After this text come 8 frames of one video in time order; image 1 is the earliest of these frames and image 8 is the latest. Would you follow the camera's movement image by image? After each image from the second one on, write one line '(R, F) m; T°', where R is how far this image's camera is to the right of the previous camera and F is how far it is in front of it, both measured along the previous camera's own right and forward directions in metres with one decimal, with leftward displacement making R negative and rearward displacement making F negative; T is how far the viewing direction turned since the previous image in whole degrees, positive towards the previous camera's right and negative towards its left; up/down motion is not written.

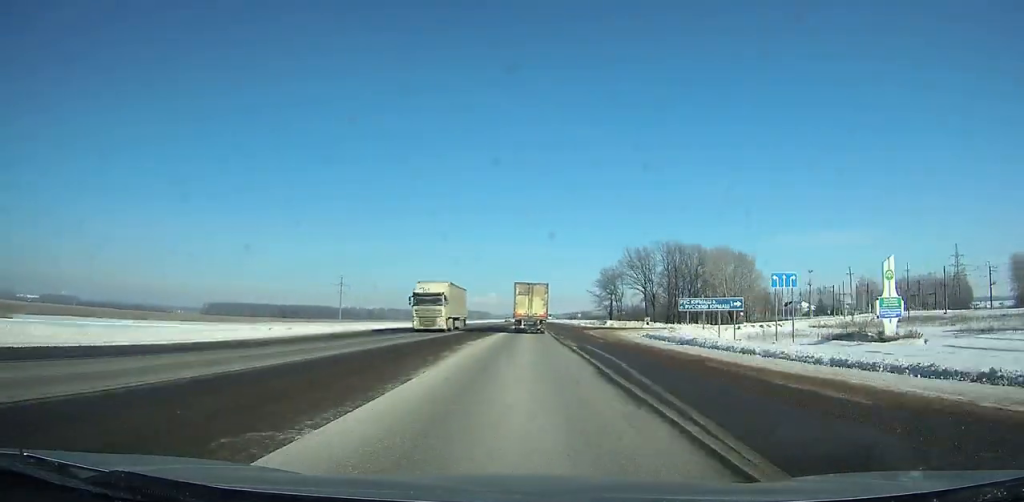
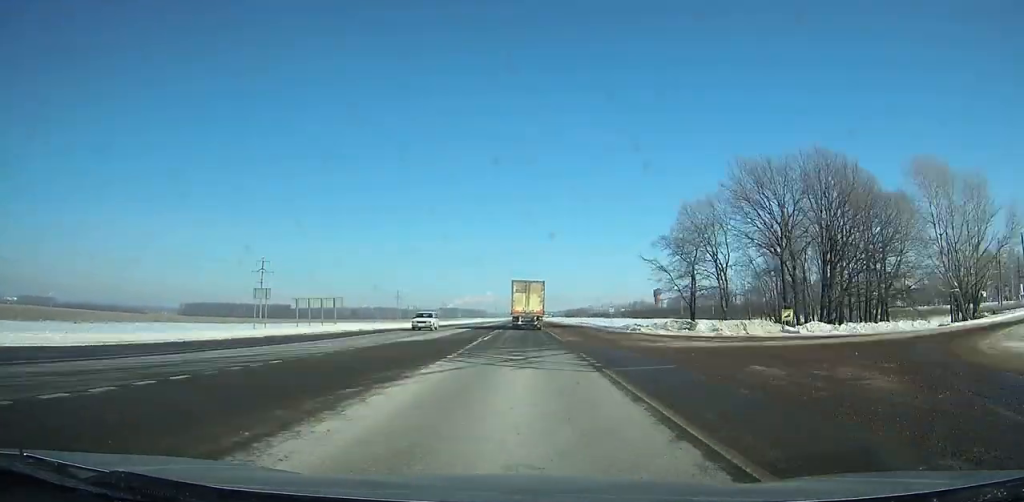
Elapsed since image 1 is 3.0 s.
(0.0, +66.4) m; 0°
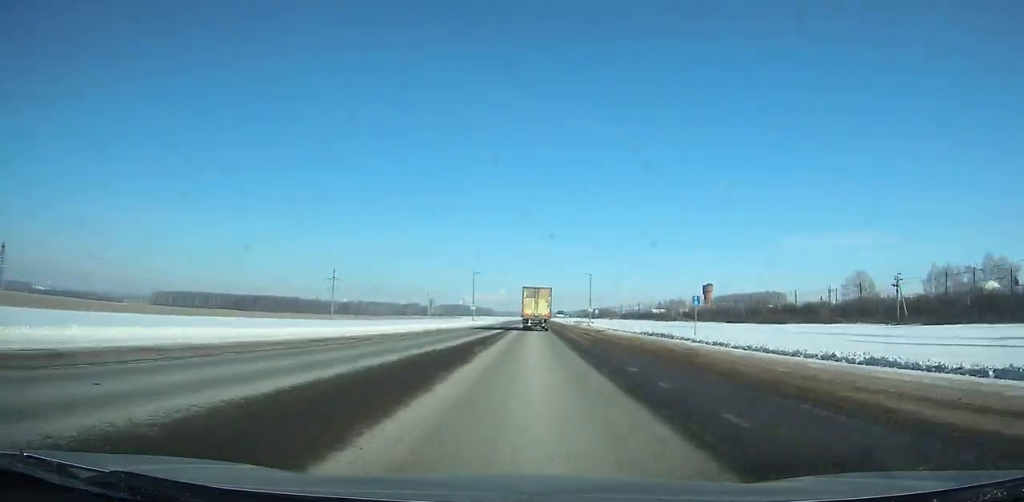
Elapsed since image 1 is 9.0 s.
(-0.2, +134.4) m; 0°
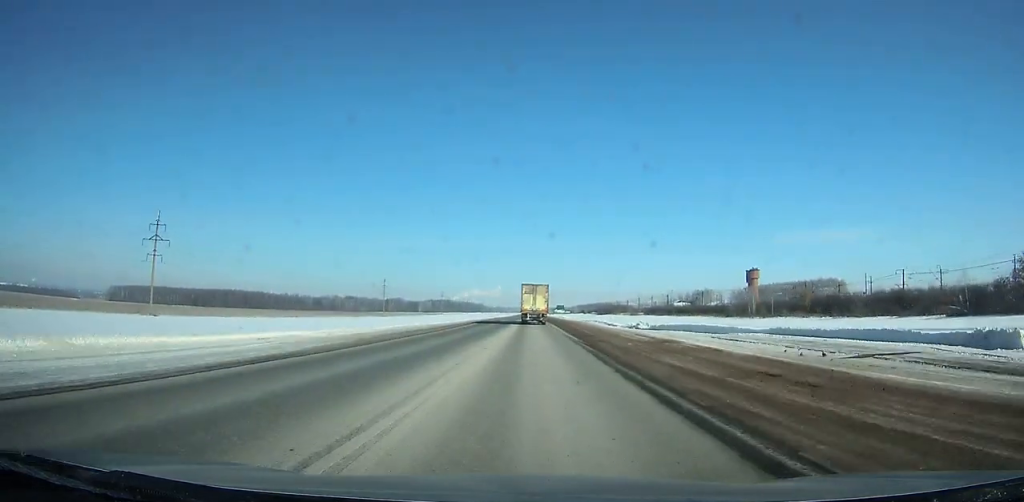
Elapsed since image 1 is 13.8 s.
(+0.5, +109.3) m; +1°
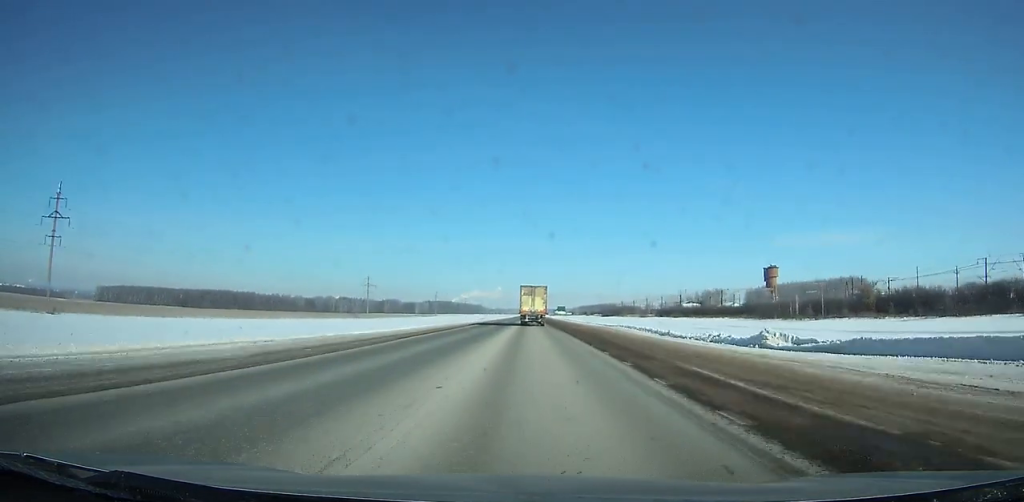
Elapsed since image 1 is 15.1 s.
(-0.1, +30.3) m; 0°
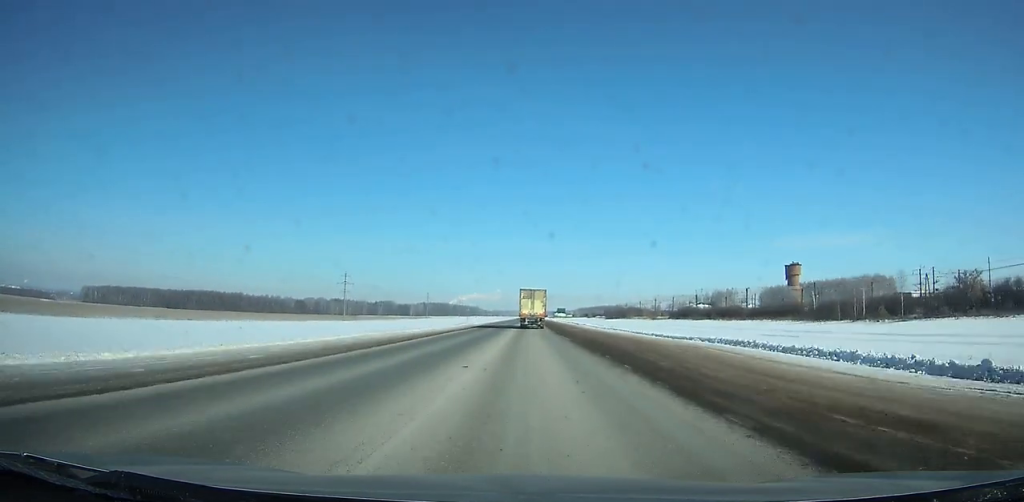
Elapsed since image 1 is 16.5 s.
(-0.1, +32.6) m; 0°
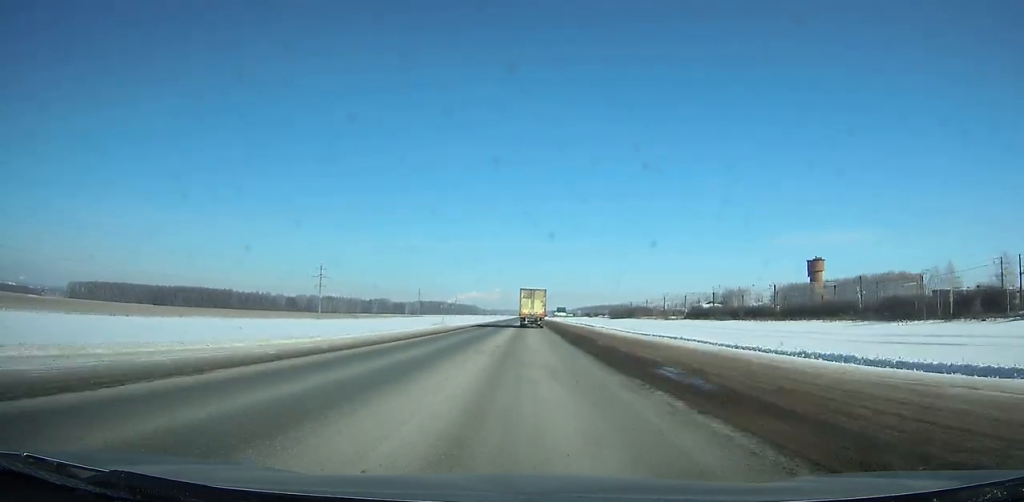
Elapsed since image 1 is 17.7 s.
(+0.1, +28.5) m; 0°
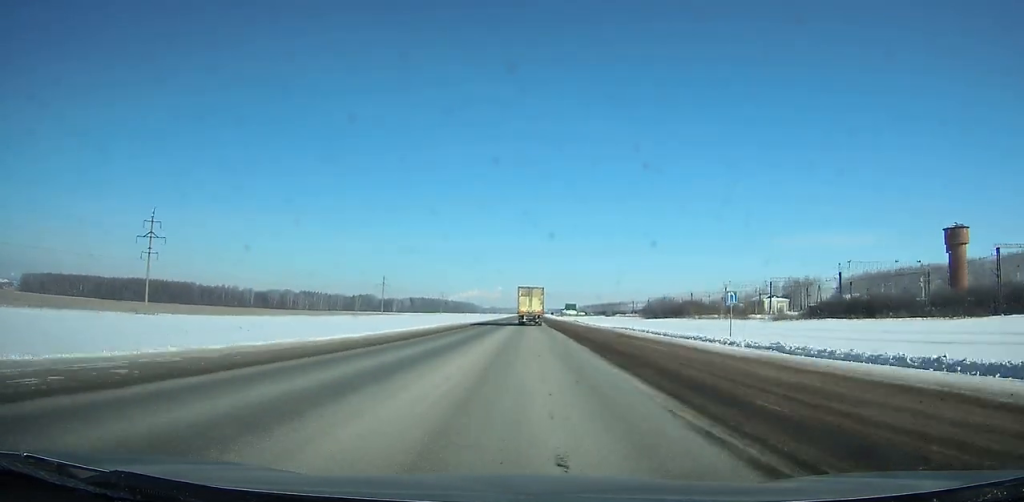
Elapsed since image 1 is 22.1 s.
(+0.3, +106.3) m; 0°
